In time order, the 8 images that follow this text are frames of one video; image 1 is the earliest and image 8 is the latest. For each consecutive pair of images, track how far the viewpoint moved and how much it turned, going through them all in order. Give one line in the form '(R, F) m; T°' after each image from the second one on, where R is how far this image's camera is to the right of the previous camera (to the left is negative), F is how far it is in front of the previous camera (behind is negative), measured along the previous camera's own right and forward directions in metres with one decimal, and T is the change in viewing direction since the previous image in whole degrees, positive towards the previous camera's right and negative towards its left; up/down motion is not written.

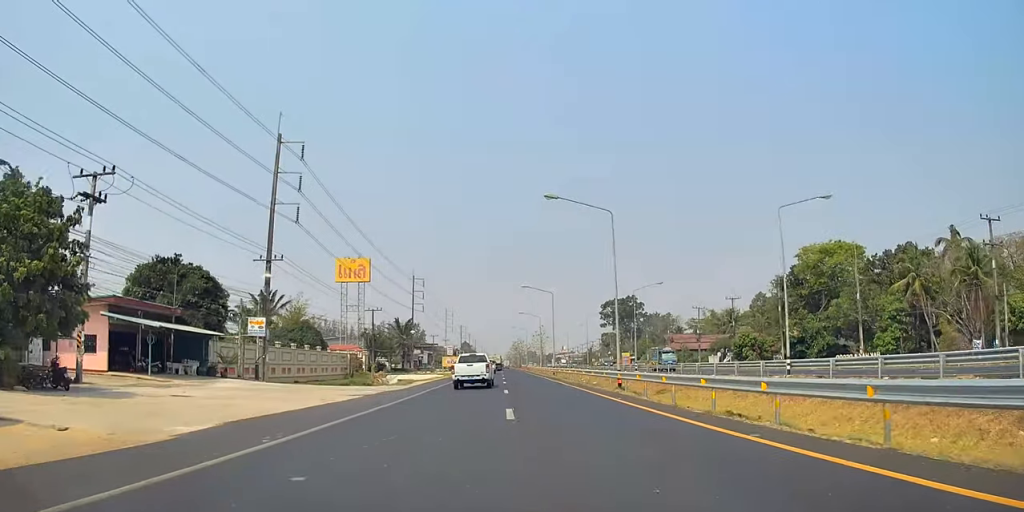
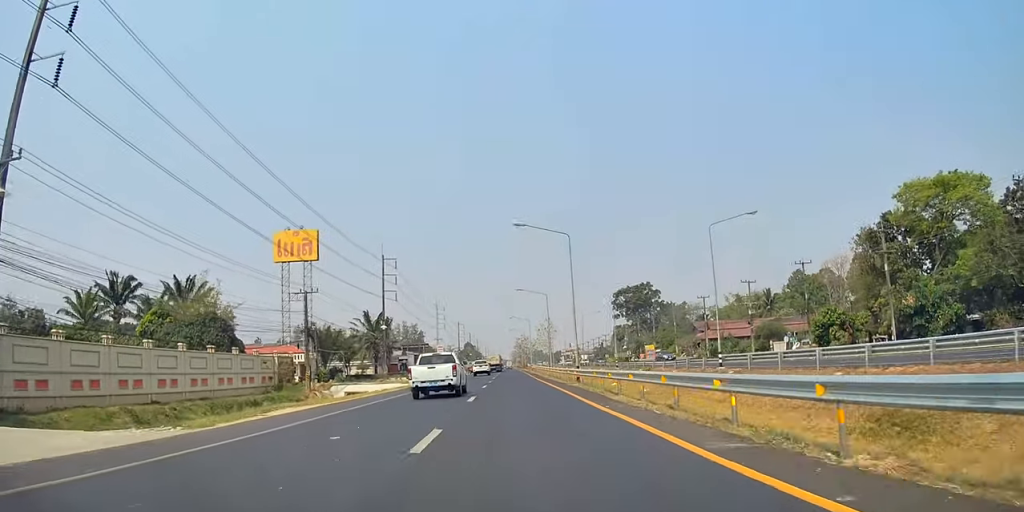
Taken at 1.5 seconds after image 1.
(-0.7, +30.3) m; -1°
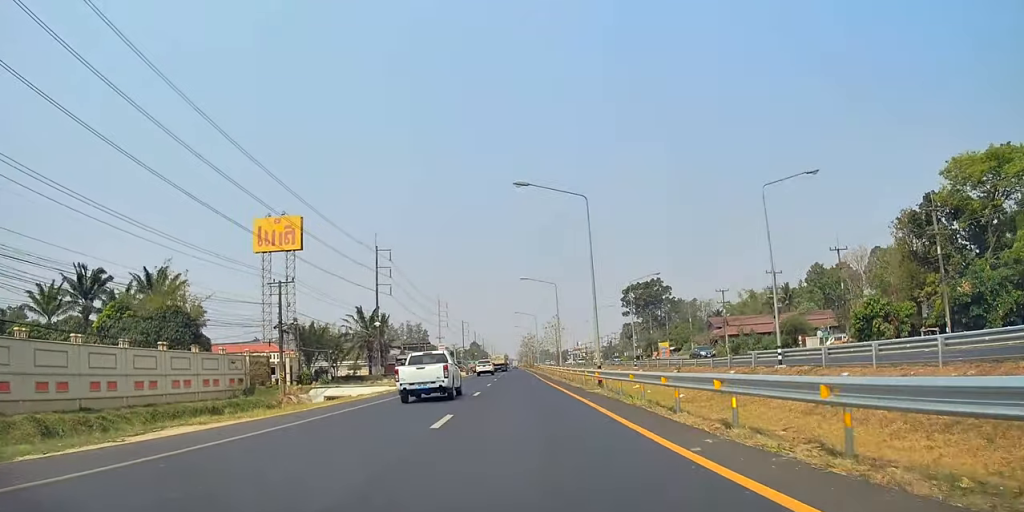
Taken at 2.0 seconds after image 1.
(+0.1, +8.5) m; +1°
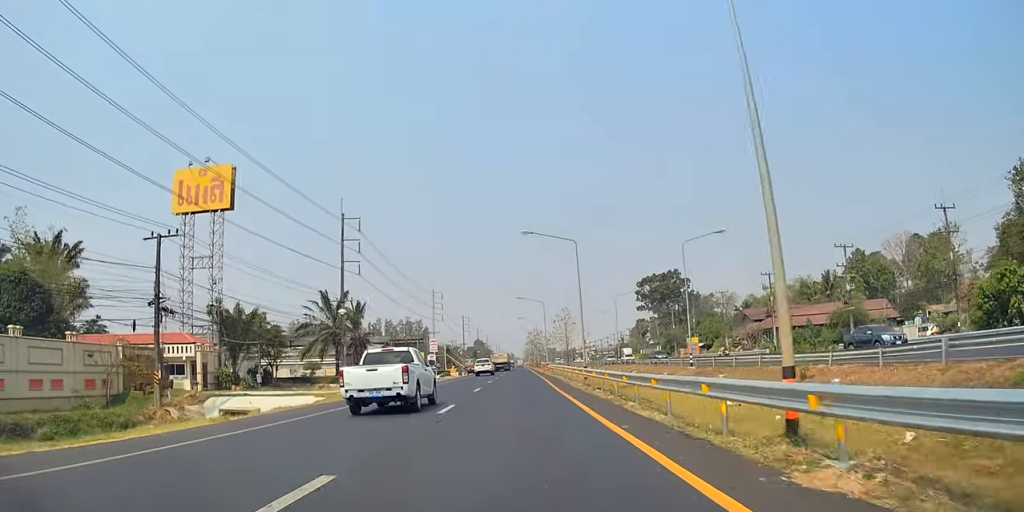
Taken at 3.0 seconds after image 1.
(+0.5, +19.6) m; +1°
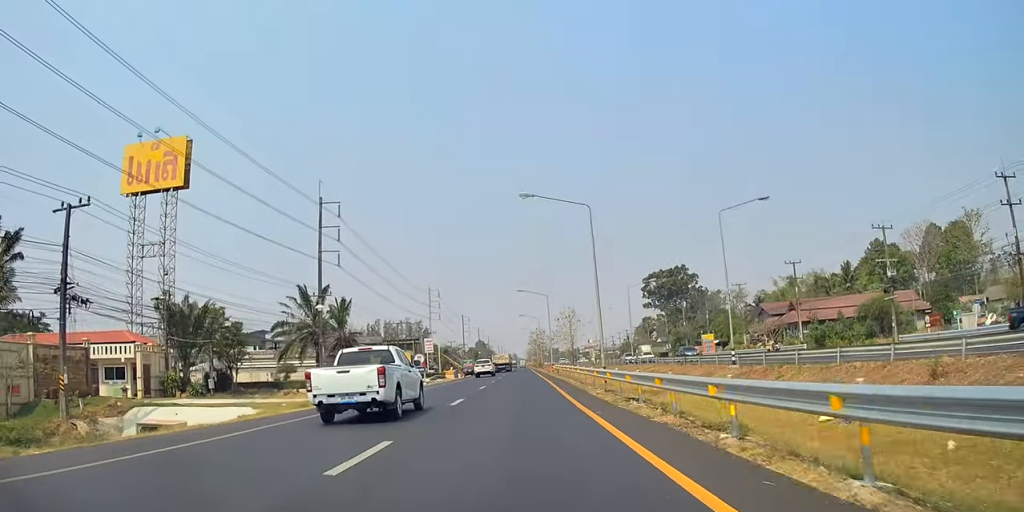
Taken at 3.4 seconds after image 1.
(0.0, +8.8) m; 0°
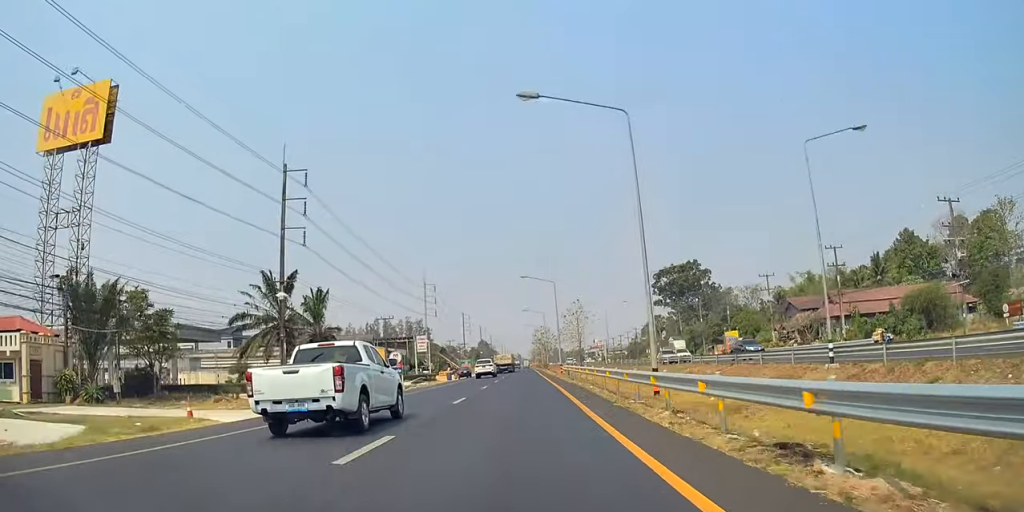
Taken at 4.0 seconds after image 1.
(0.0, +10.8) m; 0°
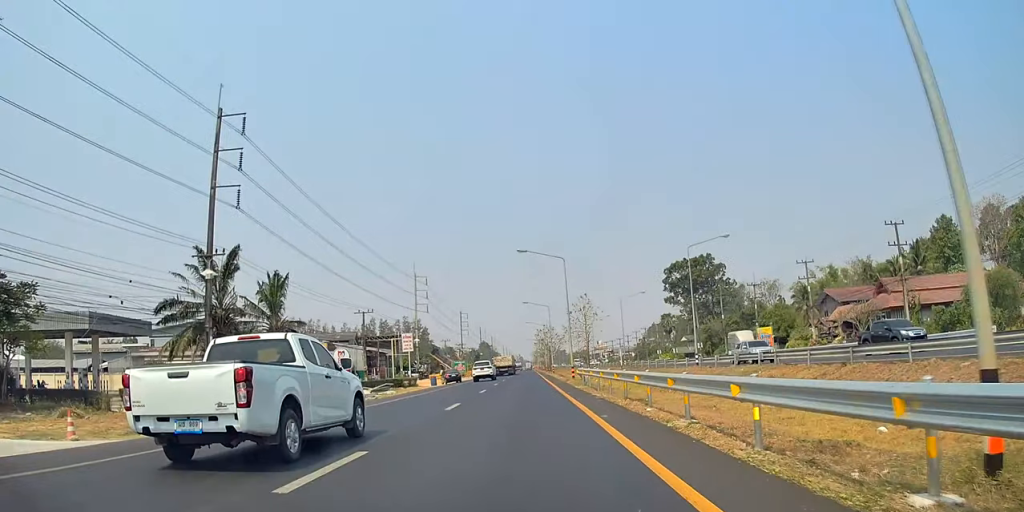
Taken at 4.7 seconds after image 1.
(+0.1, +13.8) m; -1°
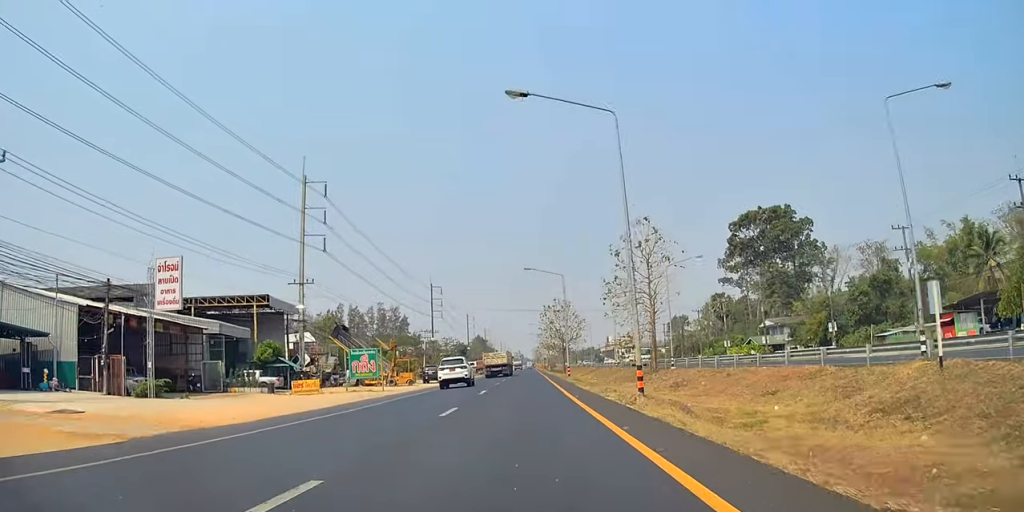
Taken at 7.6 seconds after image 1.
(-1.1, +60.0) m; -2°
